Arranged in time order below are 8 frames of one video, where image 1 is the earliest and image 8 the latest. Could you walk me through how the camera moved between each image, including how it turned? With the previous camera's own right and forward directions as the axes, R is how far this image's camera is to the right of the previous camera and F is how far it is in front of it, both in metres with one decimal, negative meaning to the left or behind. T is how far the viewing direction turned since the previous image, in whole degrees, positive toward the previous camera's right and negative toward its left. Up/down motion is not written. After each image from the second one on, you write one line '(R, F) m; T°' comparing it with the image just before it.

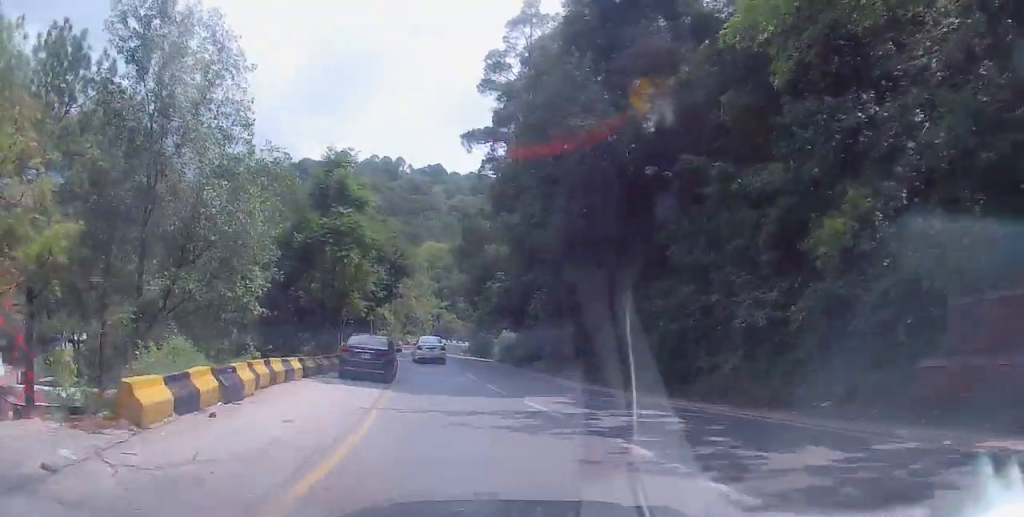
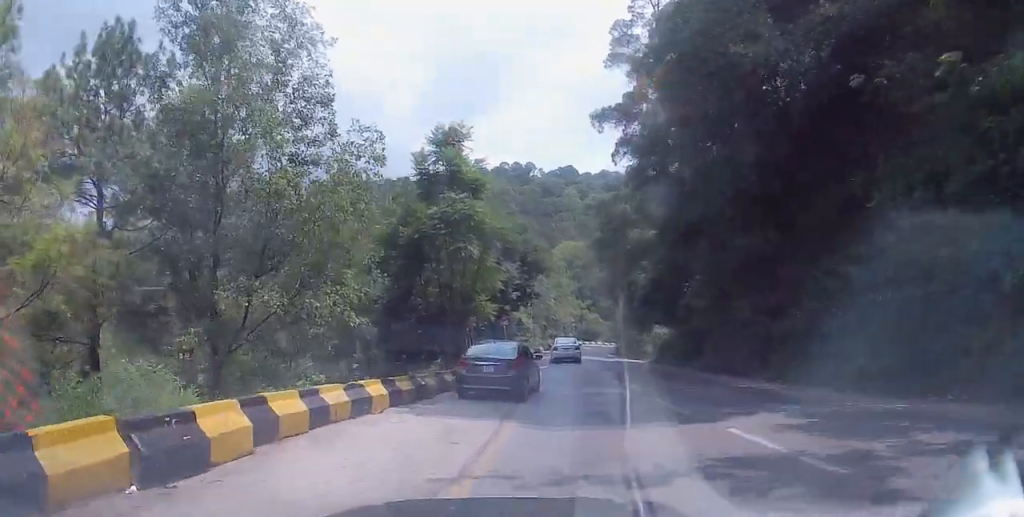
(-1.2, +4.9) m; -17°
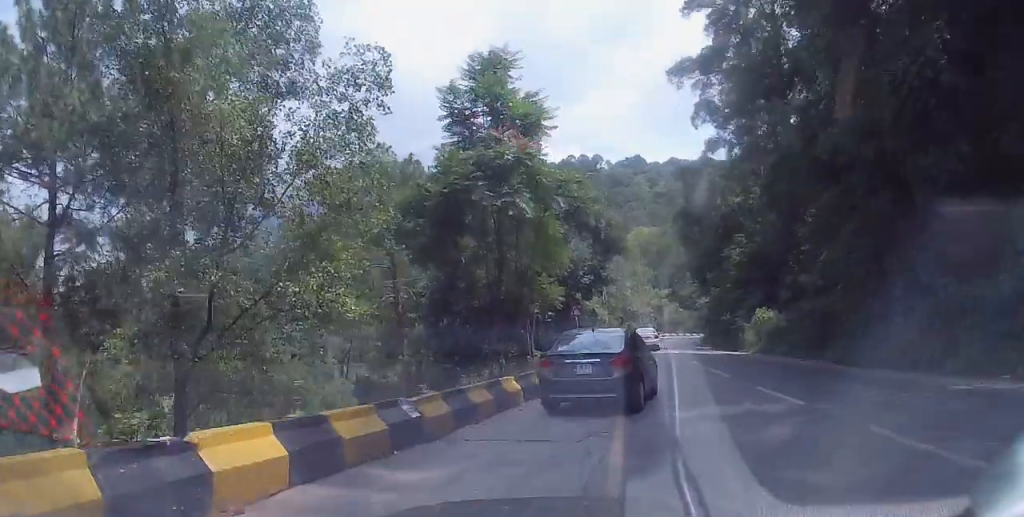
(-1.1, +8.8) m; -9°
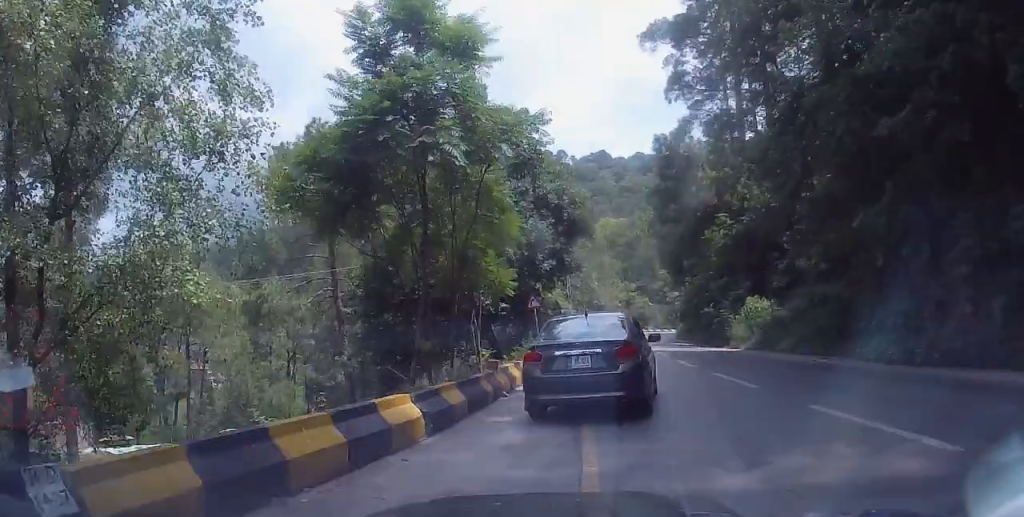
(+0.1, +6.1) m; -3°
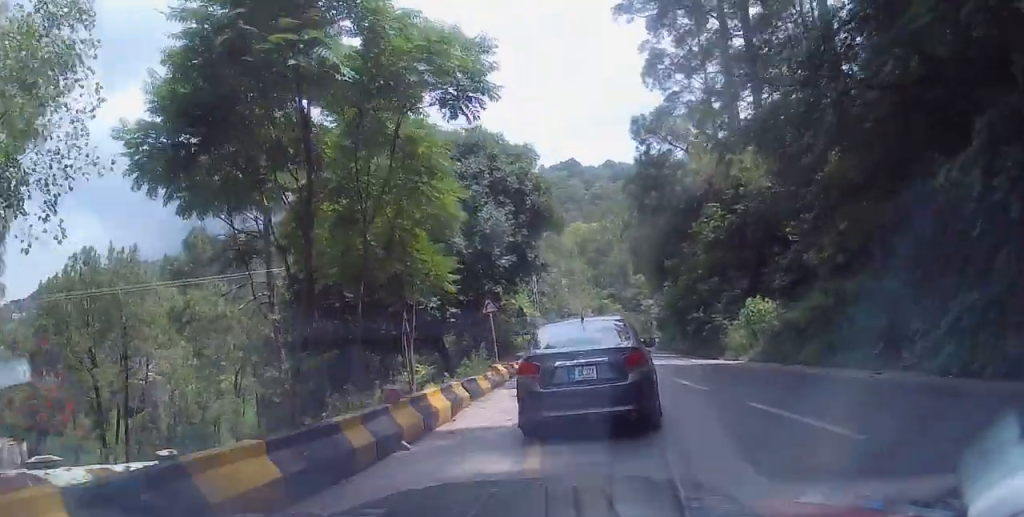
(-0.4, +5.6) m; -1°
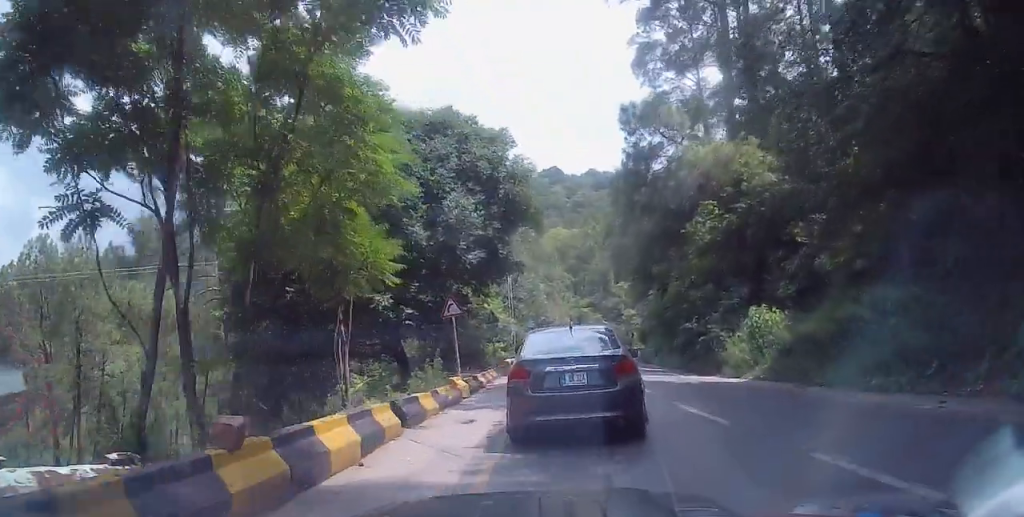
(0.0, +3.7) m; +1°
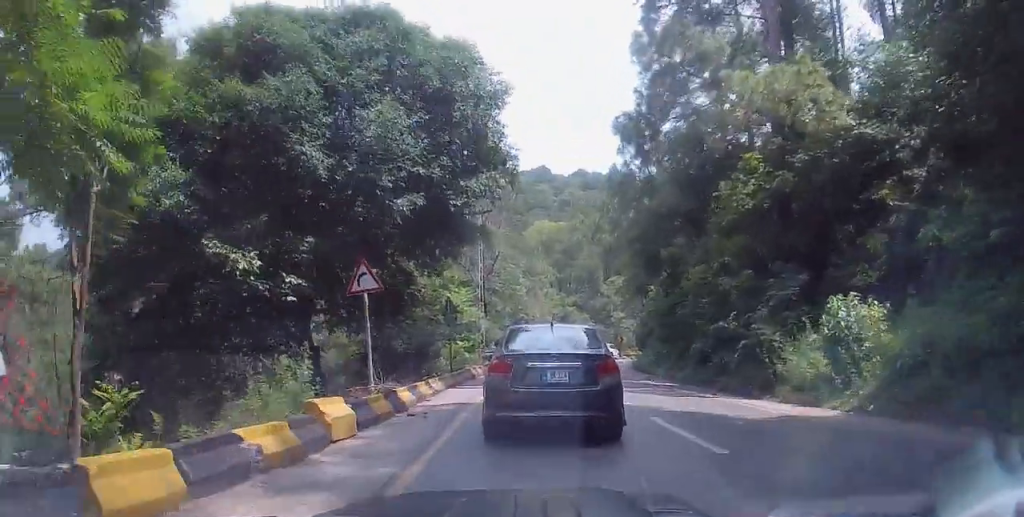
(+0.3, +8.3) m; +2°
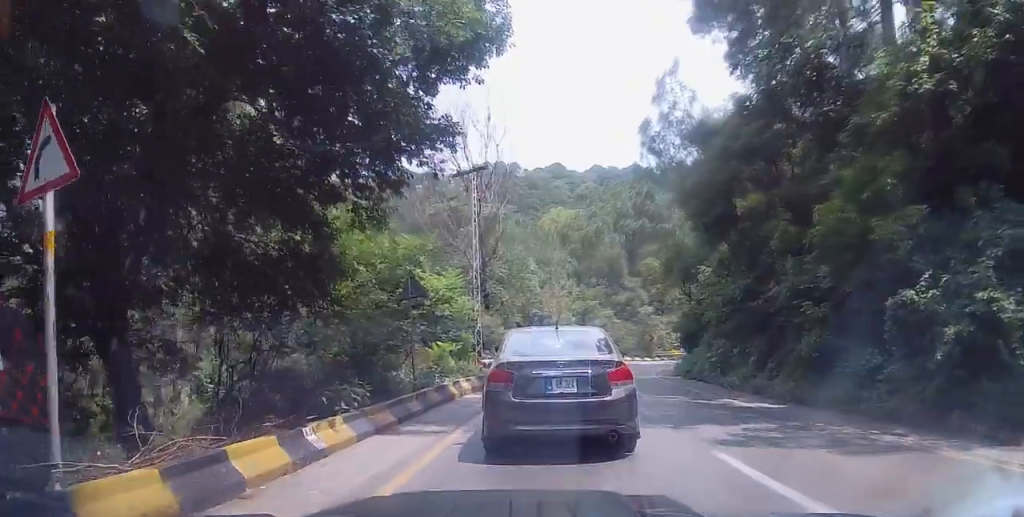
(0.0, +9.2) m; 0°
